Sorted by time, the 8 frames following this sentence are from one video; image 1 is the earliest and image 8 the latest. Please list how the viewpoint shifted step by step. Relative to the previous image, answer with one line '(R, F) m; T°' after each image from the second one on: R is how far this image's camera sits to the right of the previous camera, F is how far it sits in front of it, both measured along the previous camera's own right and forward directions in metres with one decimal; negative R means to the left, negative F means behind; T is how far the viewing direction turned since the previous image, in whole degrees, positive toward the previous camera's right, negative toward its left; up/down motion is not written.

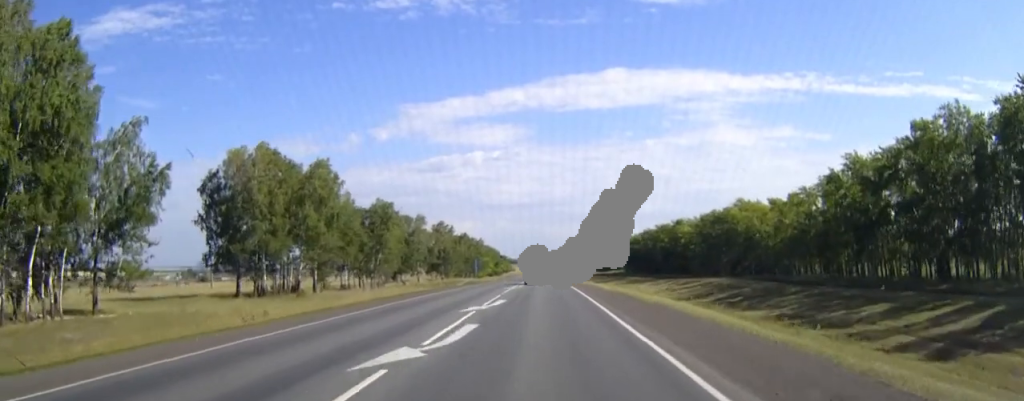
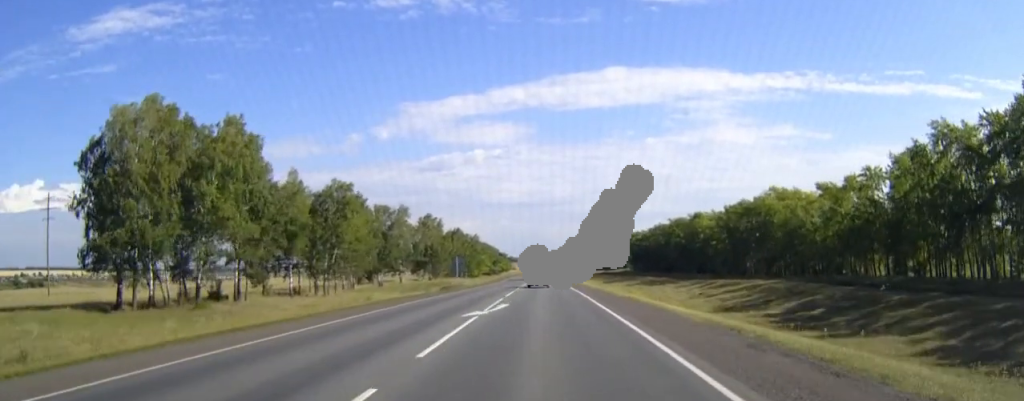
(0.0, +26.0) m; 0°
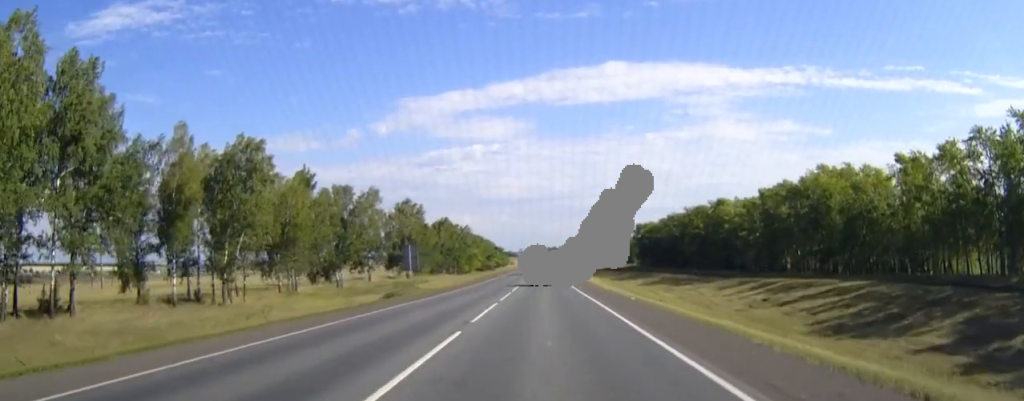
(0.0, +28.7) m; 0°
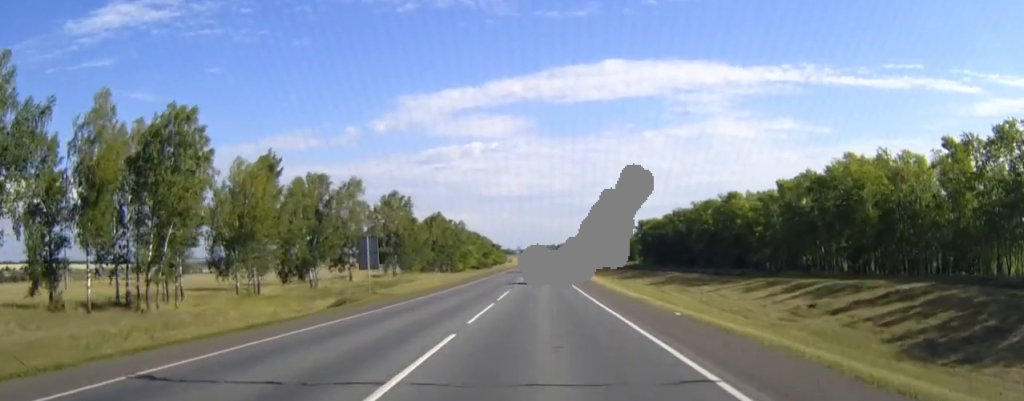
(0.0, +12.5) m; 0°
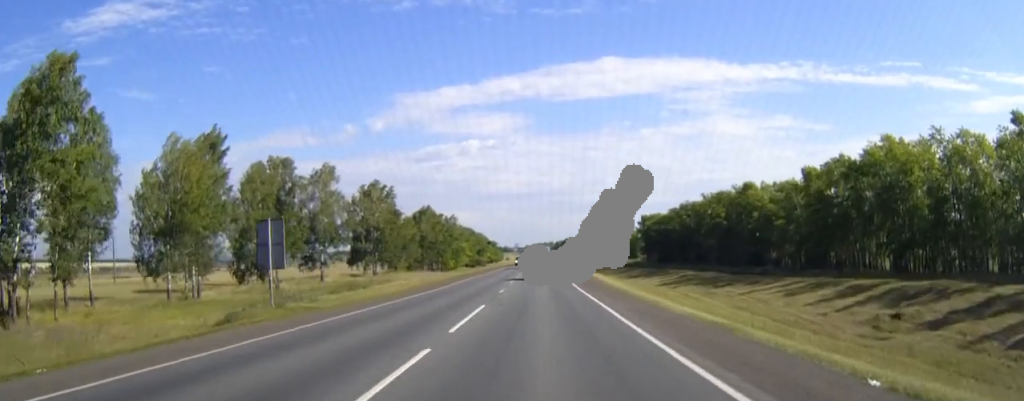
(0.0, +14.8) m; 0°
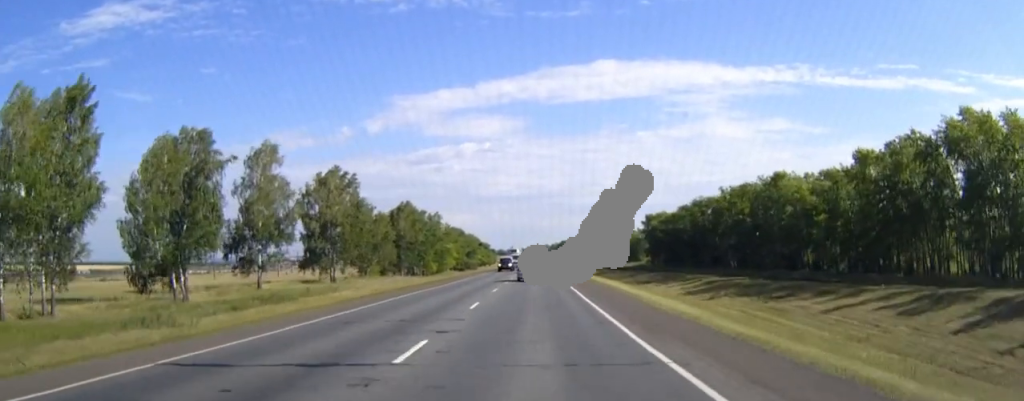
(+0.1, +23.1) m; 0°
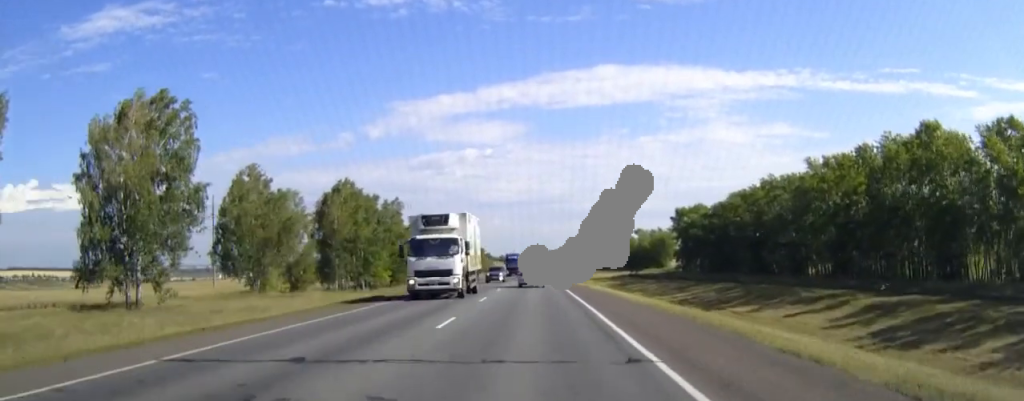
(-0.1, +54.2) m; 0°
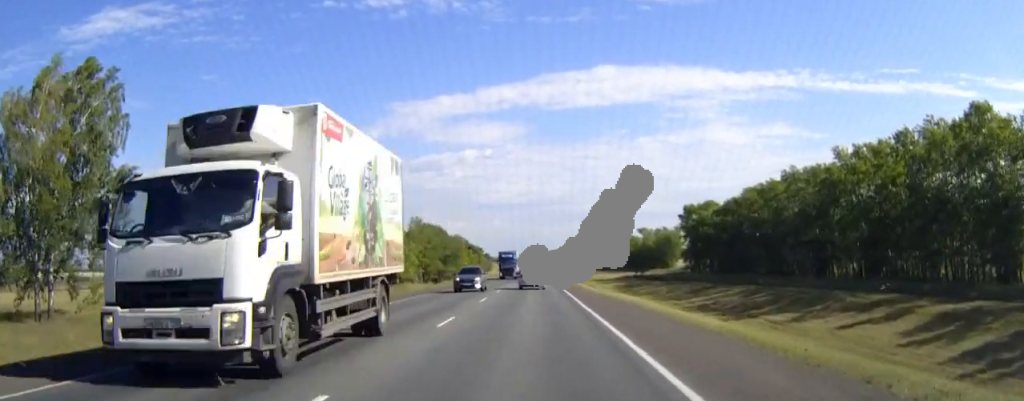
(0.0, +11.3) m; 0°
